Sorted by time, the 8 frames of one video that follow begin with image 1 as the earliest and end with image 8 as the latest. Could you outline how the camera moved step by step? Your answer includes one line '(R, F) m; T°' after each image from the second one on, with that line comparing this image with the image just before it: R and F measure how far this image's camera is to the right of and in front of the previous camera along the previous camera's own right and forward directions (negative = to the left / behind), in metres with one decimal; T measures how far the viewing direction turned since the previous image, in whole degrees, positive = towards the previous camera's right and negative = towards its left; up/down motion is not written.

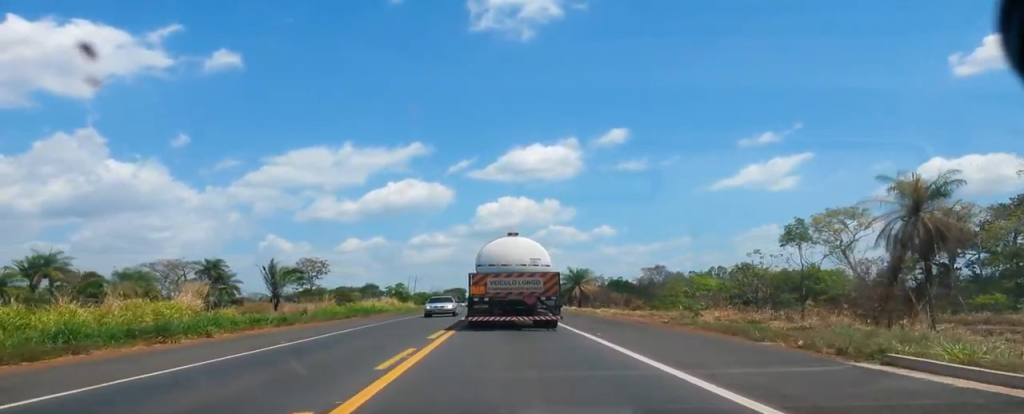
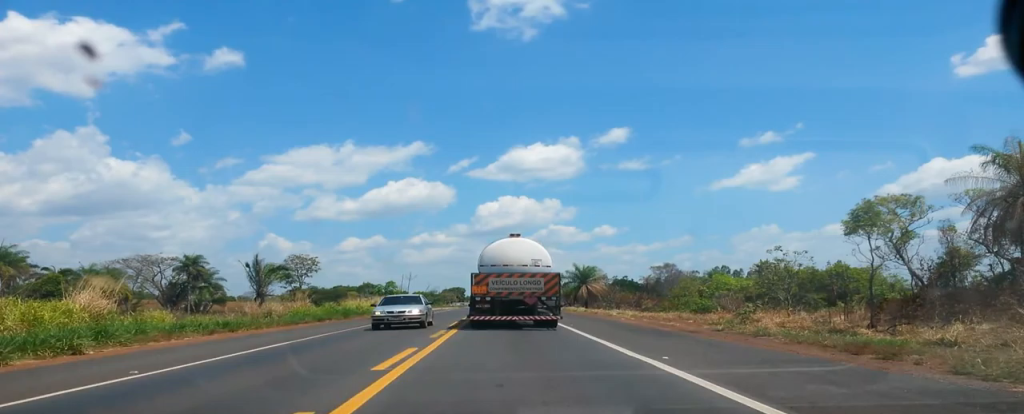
(0.0, +8.0) m; 0°
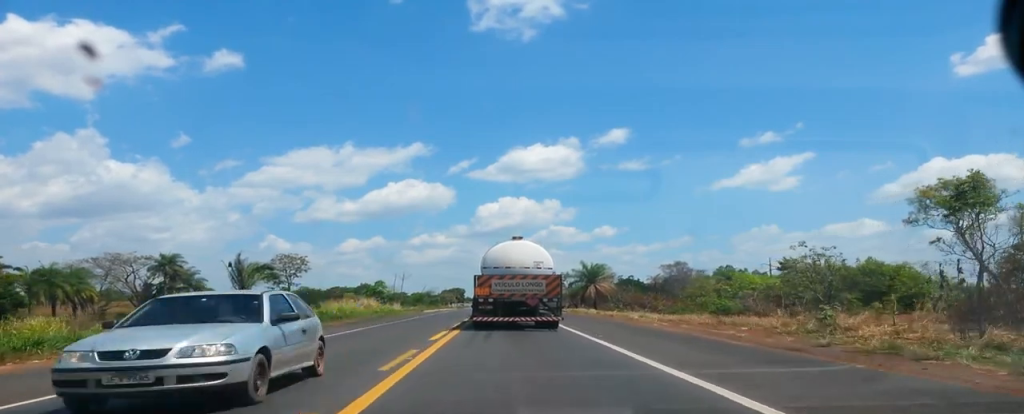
(0.0, +8.0) m; -1°
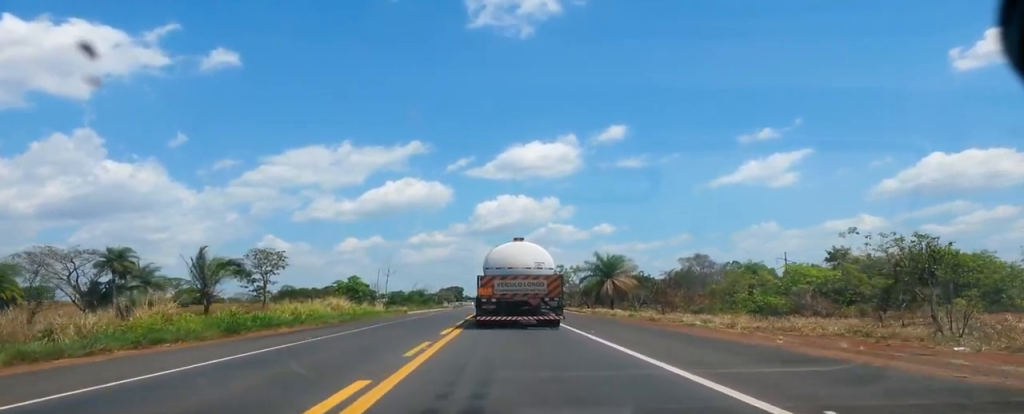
(0.0, +13.5) m; -1°
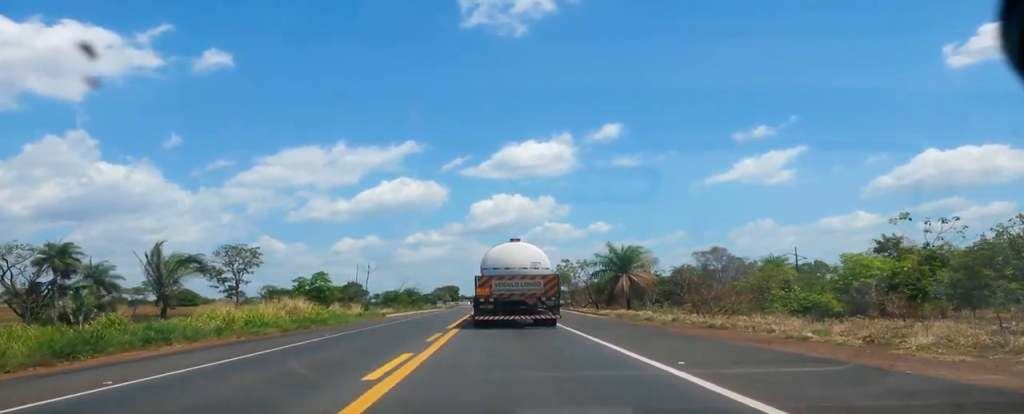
(-0.4, +10.9) m; 0°
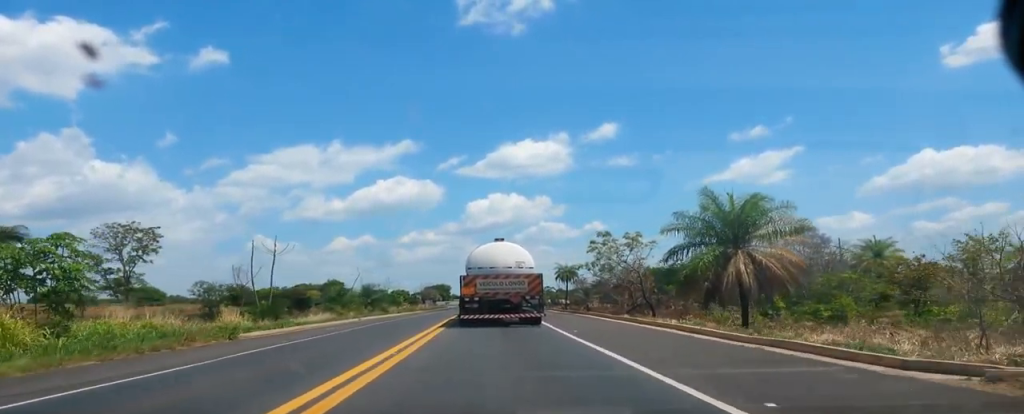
(+1.1, +29.6) m; +3°
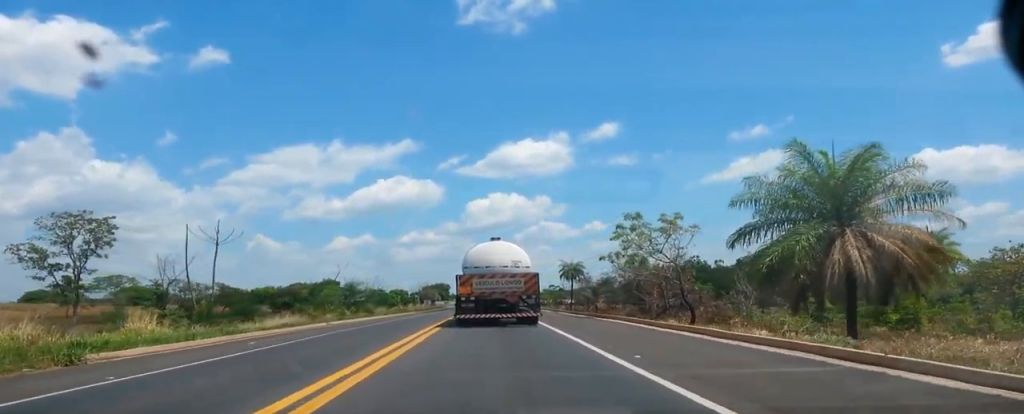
(+0.4, +9.3) m; 0°
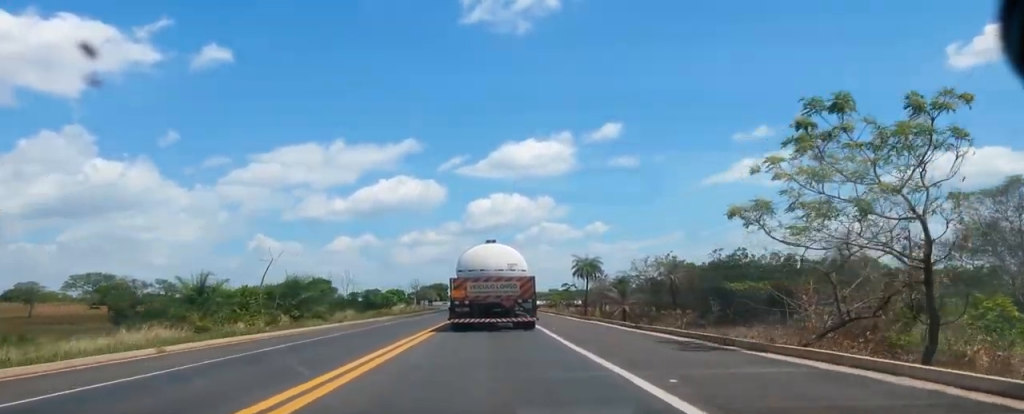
(-0.8, +20.9) m; -3°
